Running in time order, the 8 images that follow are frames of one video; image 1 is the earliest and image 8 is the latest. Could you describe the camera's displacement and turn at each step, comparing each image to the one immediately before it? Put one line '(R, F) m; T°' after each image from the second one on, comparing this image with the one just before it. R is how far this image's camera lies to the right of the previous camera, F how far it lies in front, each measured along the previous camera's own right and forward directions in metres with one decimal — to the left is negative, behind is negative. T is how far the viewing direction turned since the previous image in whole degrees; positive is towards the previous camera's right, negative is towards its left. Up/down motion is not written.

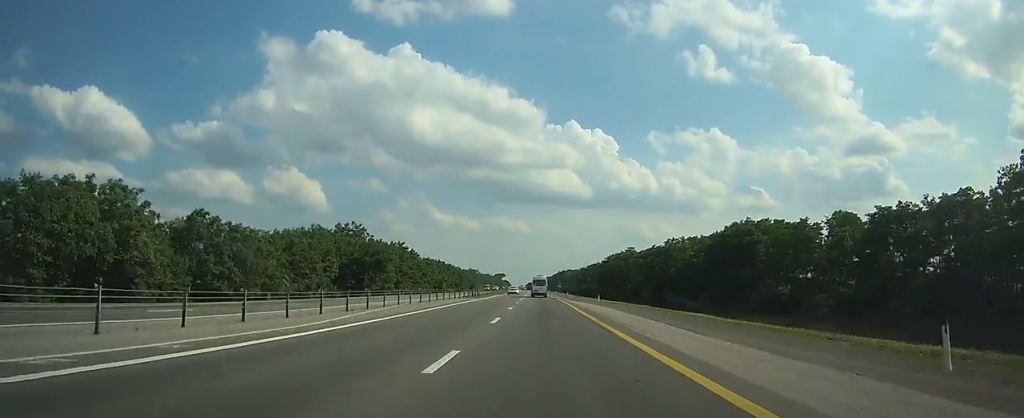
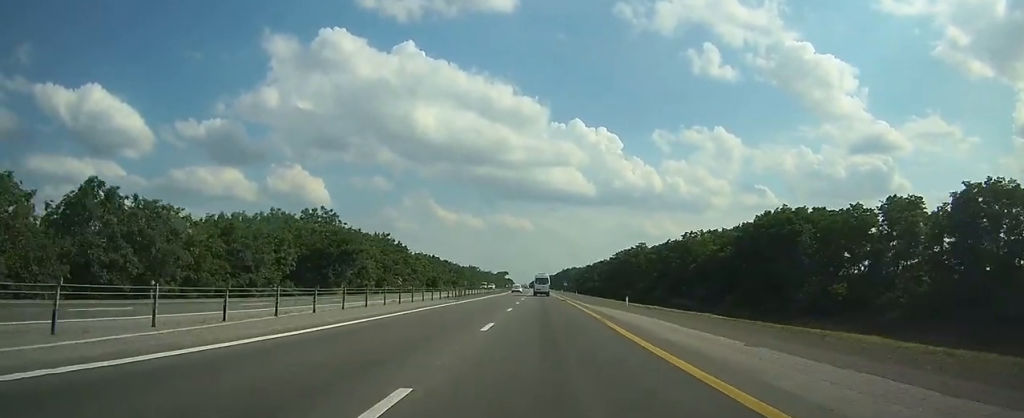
(0.0, +16.3) m; 0°
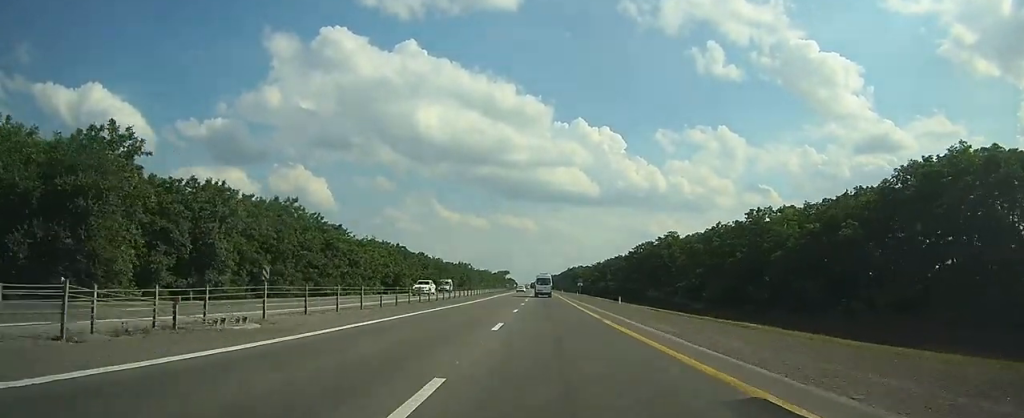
(-0.3, +46.3) m; -1°
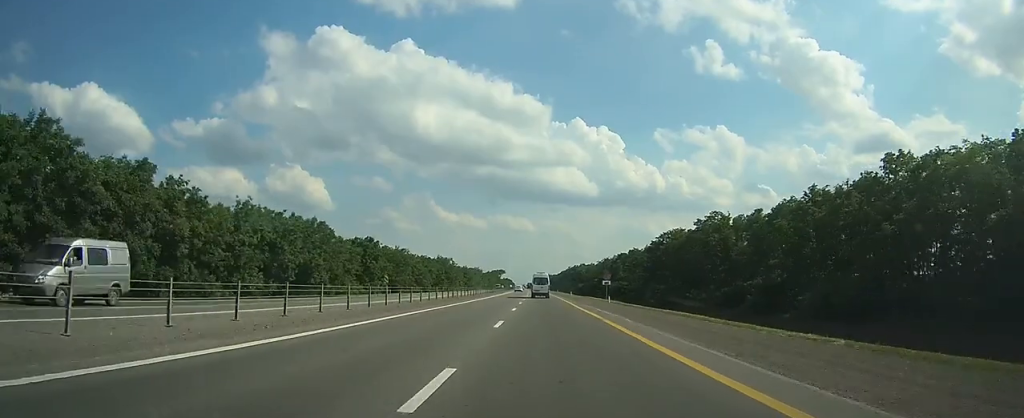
(0.0, +46.6) m; 0°
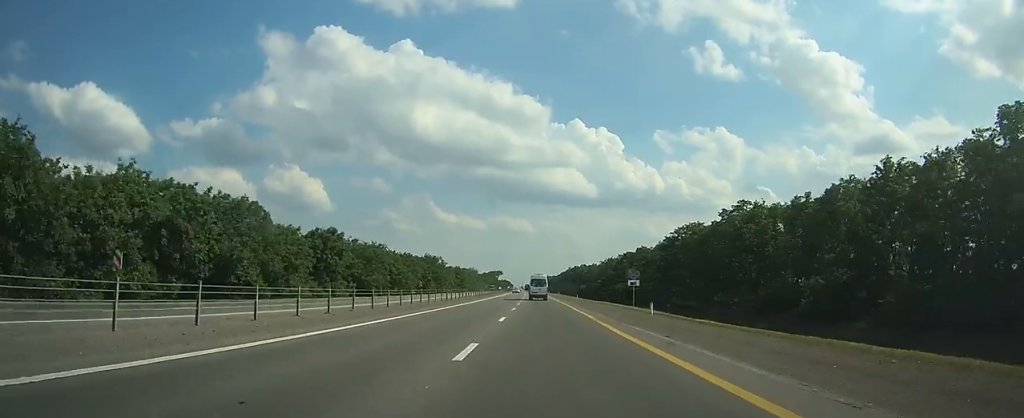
(0.0, +19.6) m; 0°
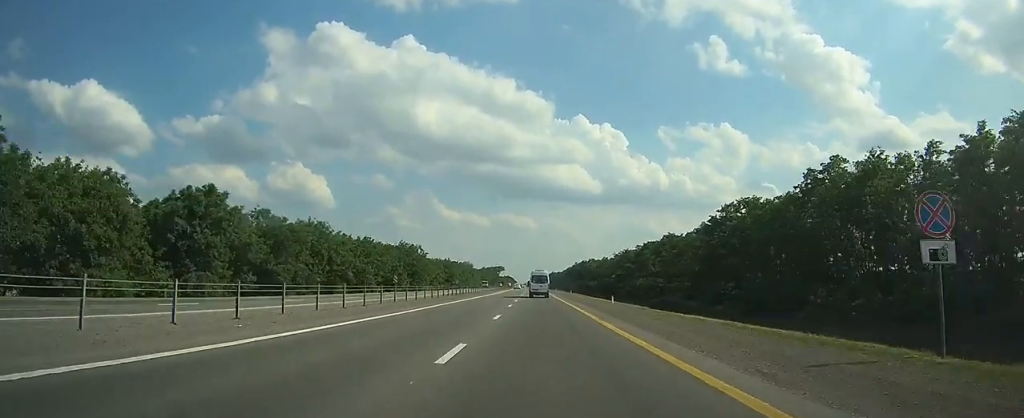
(-0.2, +36.4) m; 0°
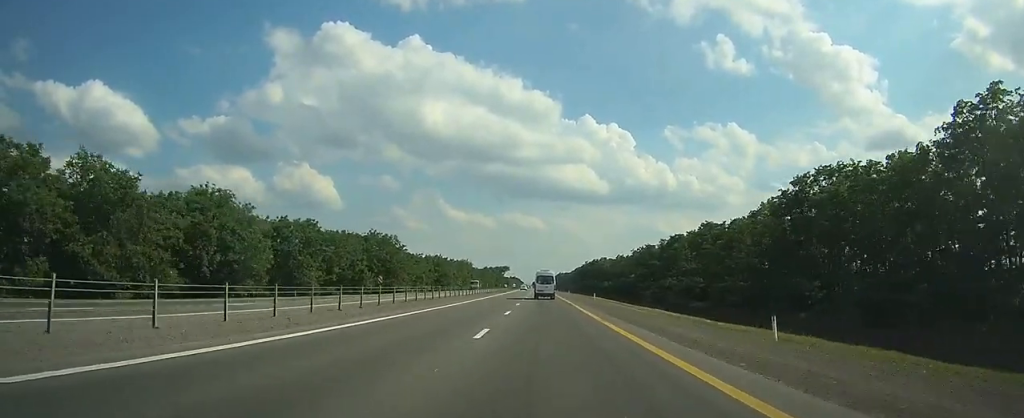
(-0.1, +30.7) m; 0°
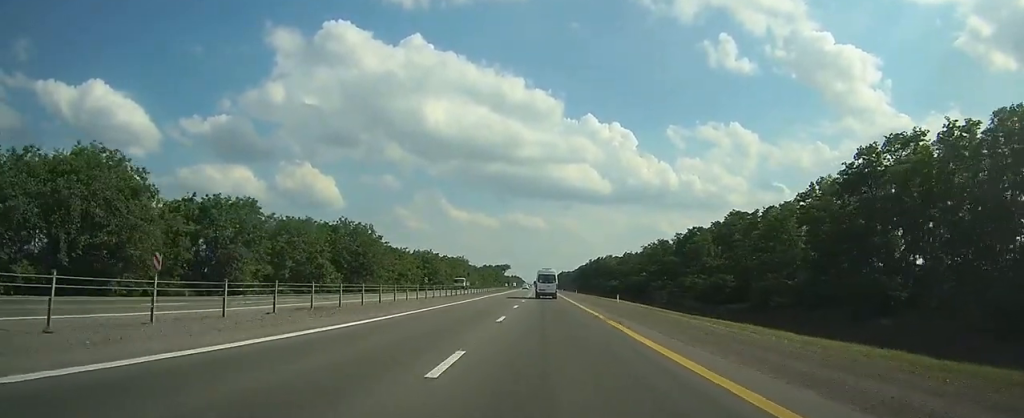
(0.0, +17.9) m; 0°
